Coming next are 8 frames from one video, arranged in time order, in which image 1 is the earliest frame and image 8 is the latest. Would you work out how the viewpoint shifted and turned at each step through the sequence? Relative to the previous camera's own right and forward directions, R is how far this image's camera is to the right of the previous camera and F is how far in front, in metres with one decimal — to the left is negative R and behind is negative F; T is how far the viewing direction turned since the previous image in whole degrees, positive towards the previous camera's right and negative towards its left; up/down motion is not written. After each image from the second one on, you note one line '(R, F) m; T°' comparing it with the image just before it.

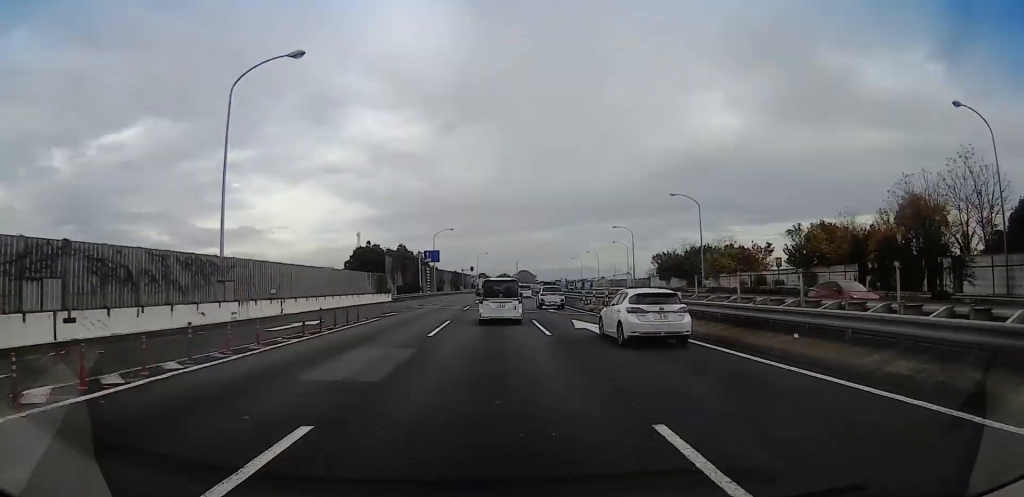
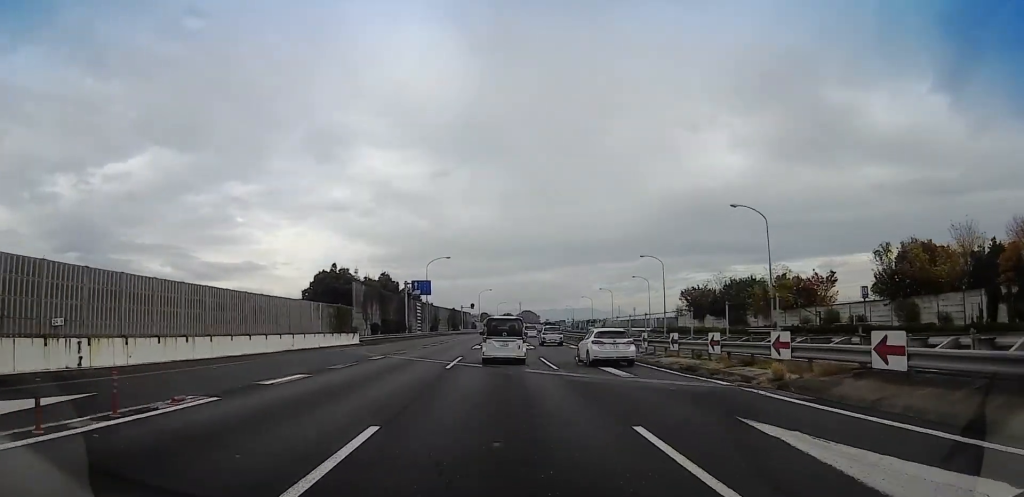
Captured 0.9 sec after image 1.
(+1.5, +17.2) m; 0°
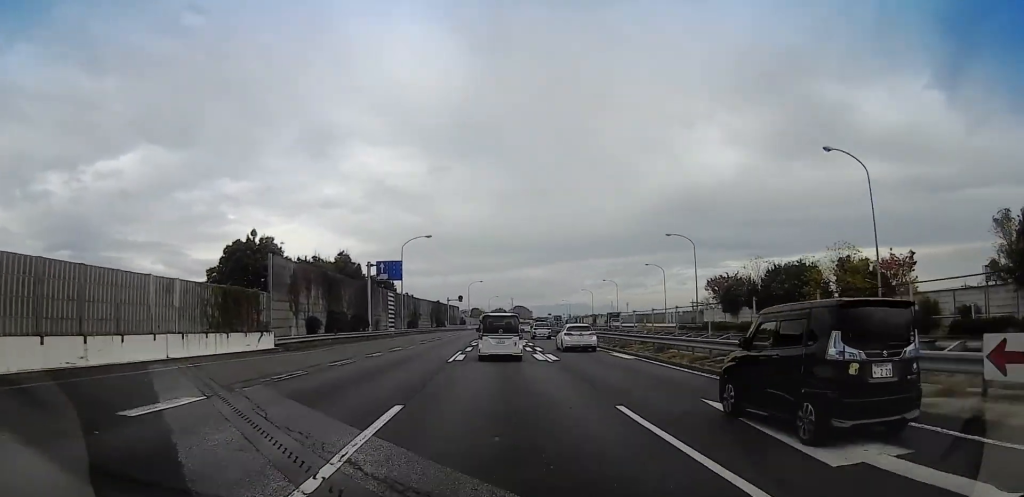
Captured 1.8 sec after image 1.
(-1.1, +17.0) m; -3°
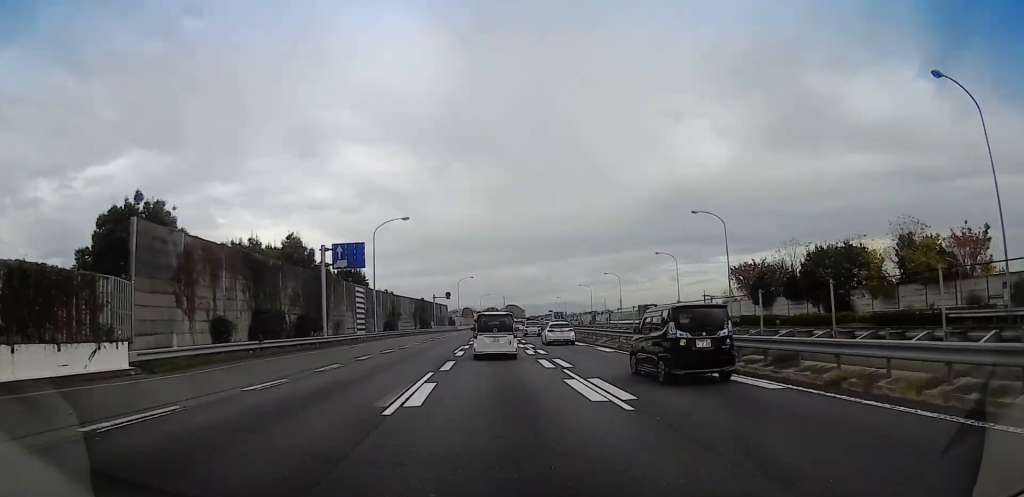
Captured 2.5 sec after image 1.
(0.0, +12.8) m; 0°
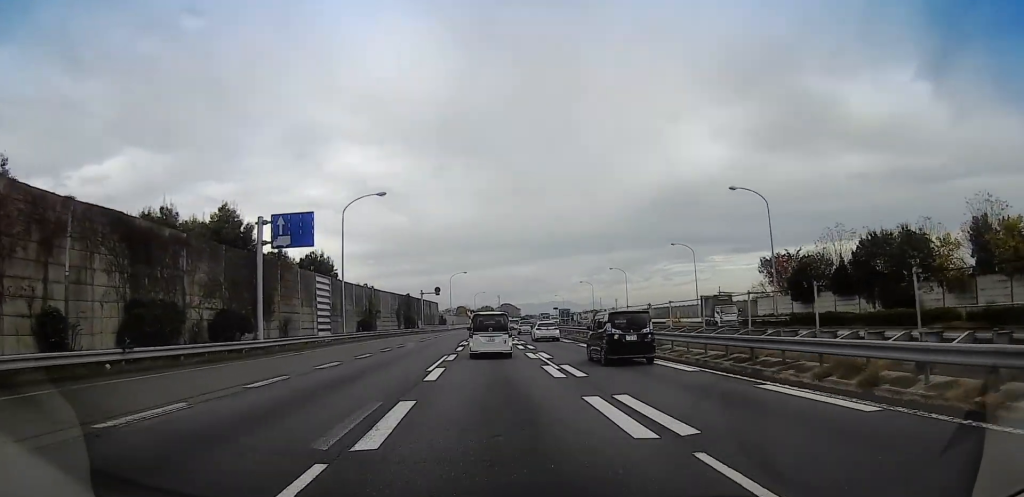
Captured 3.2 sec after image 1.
(+0.1, +11.6) m; +1°
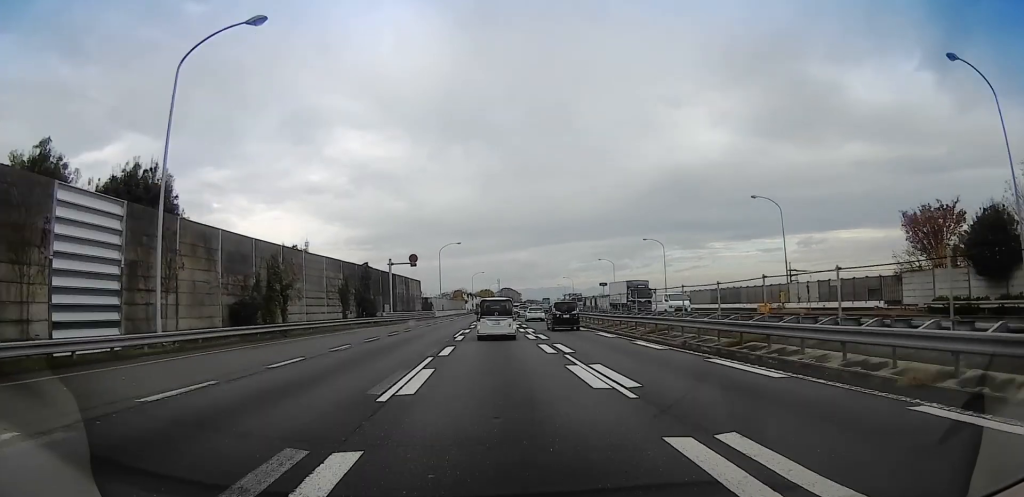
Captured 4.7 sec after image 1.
(-0.1, +28.4) m; -3°
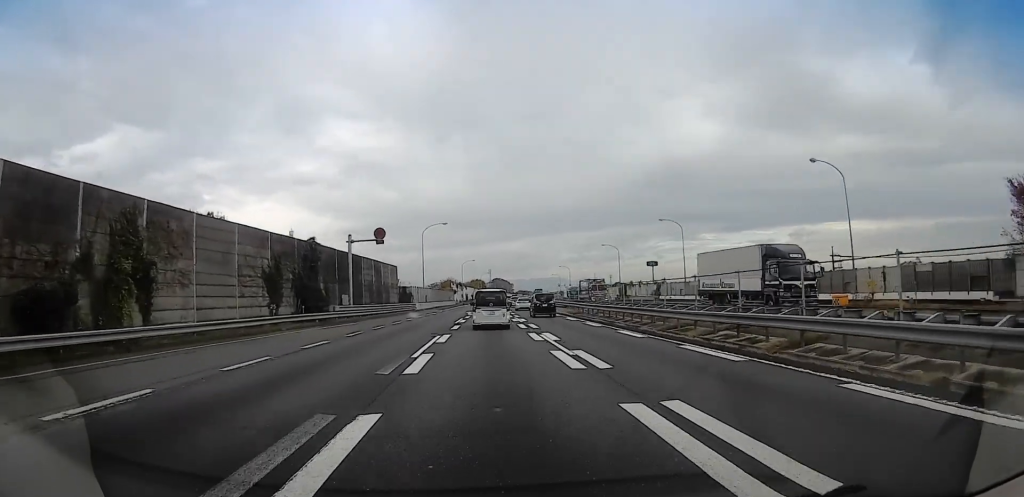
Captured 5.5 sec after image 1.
(-0.6, +14.3) m; -1°
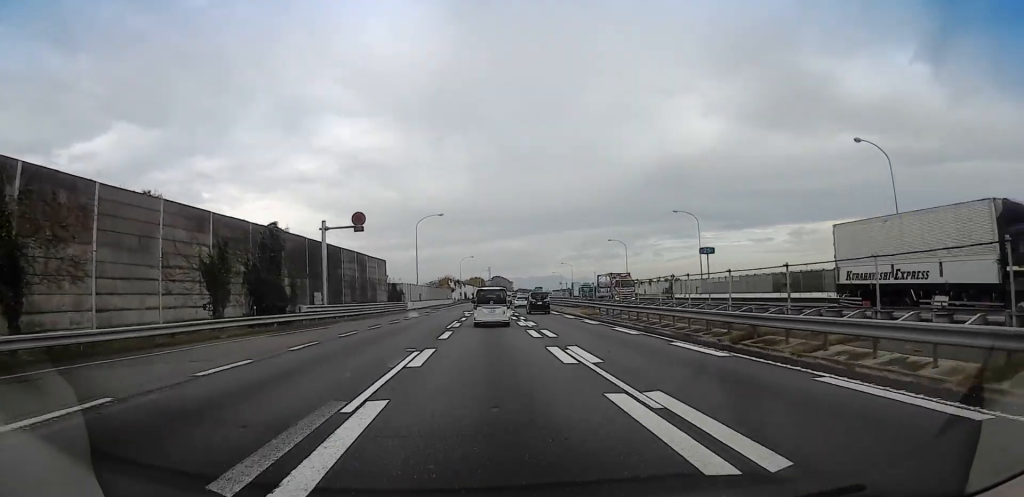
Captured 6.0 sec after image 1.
(-0.6, +7.8) m; 0°
